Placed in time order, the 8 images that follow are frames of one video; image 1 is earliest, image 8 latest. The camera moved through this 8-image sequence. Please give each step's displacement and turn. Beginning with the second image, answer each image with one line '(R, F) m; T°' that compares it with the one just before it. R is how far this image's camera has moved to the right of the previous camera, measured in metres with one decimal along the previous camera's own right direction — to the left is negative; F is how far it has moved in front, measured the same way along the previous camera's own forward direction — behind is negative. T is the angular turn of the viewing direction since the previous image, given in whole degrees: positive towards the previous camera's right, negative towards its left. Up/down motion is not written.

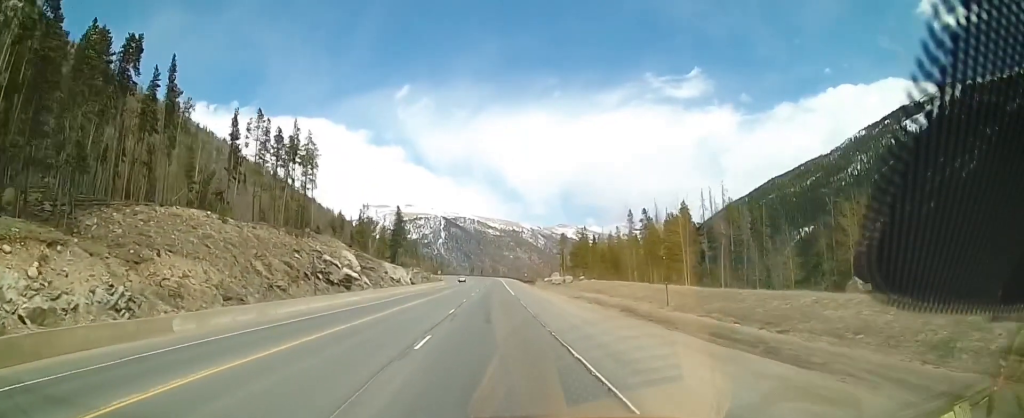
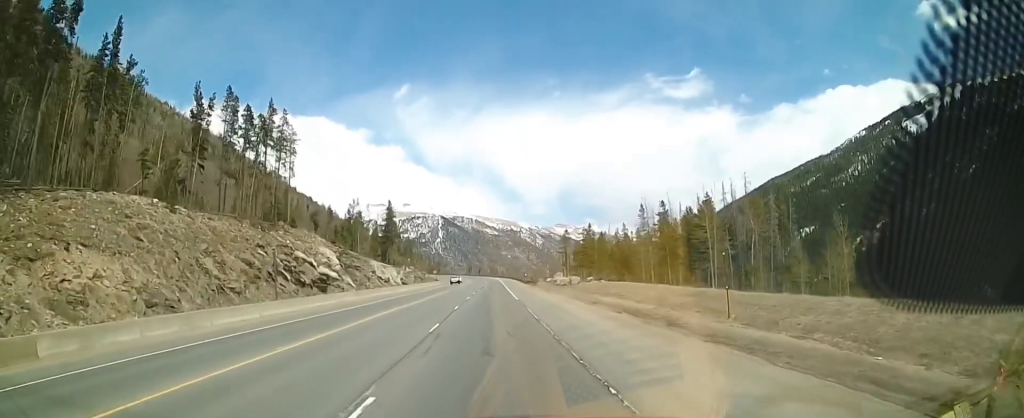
(+0.1, +9.3) m; +4°
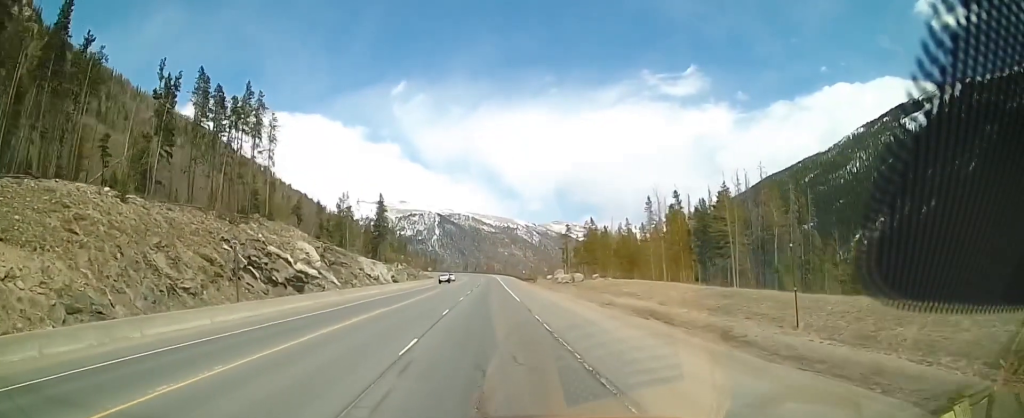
(+0.4, +6.2) m; +1°
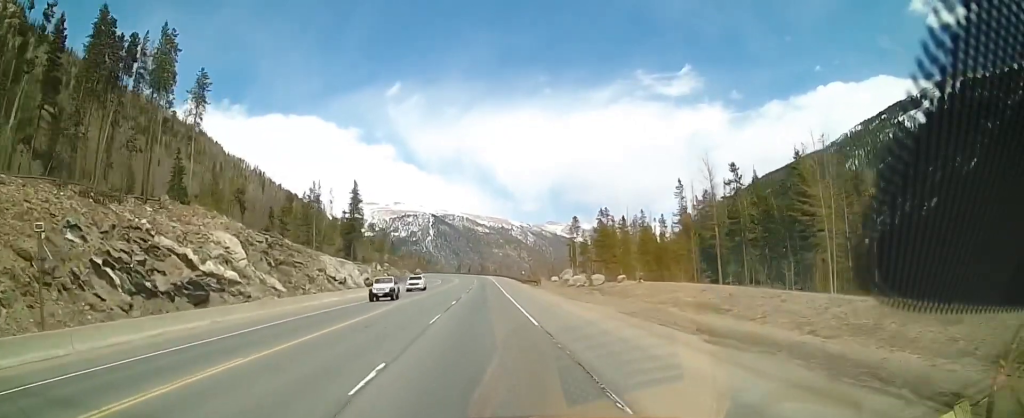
(-0.6, +17.3) m; +1°
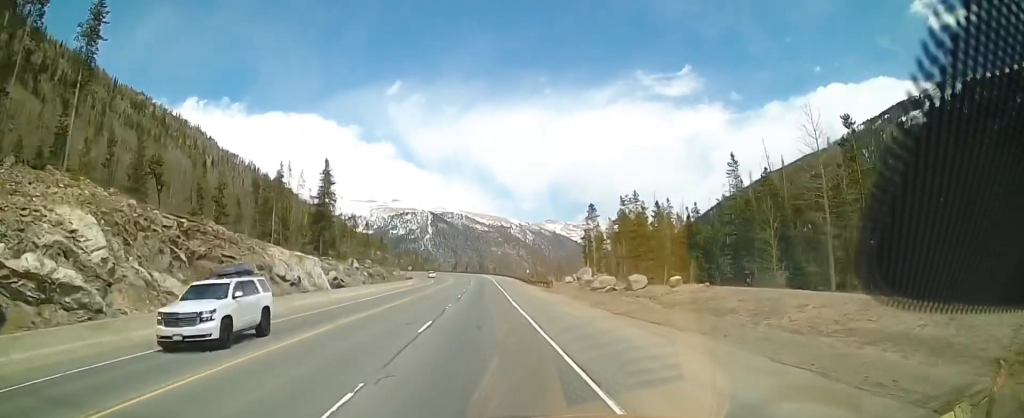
(+0.6, +16.8) m; 0°
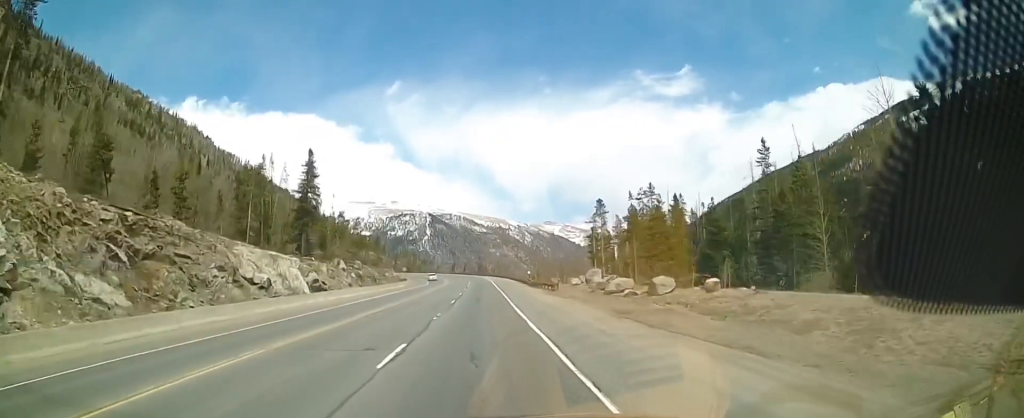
(-0.1, +7.0) m; -2°
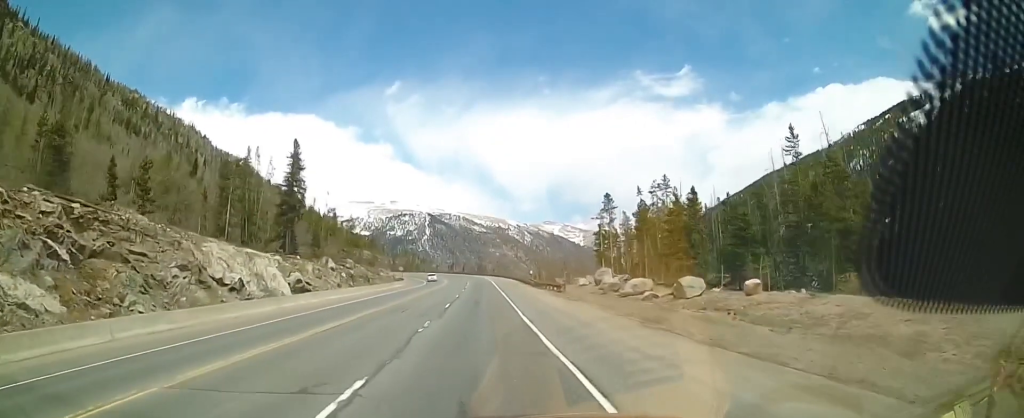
(-0.1, +5.3) m; 0°
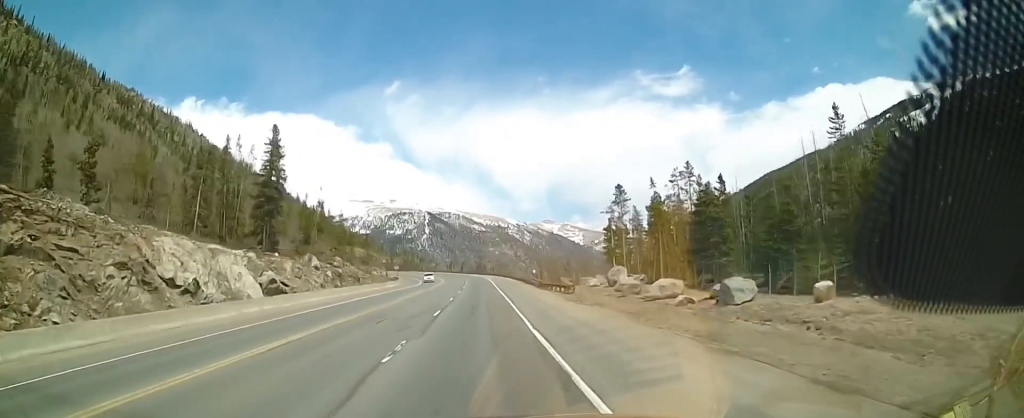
(0.0, +6.4) m; 0°
